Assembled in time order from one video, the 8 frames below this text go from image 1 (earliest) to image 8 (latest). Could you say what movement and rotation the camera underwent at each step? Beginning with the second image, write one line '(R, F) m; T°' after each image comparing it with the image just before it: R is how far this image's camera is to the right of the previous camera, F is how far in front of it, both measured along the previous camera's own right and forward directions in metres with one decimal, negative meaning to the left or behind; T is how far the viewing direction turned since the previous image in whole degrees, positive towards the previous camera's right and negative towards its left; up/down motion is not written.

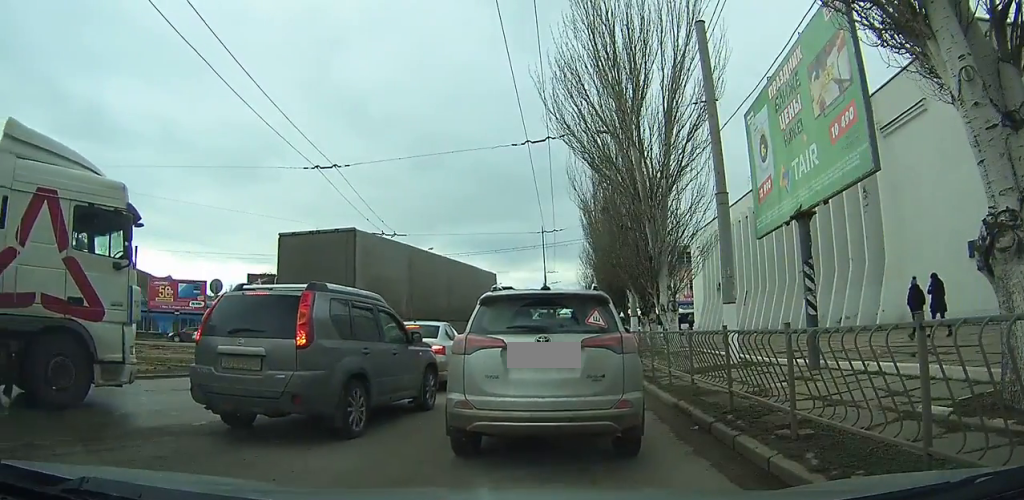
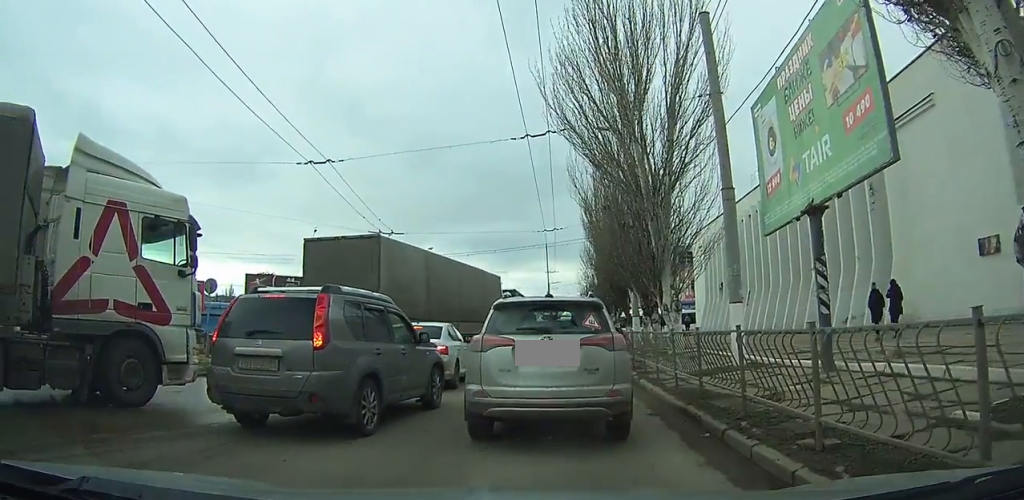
(0.0, +1.5) m; 0°
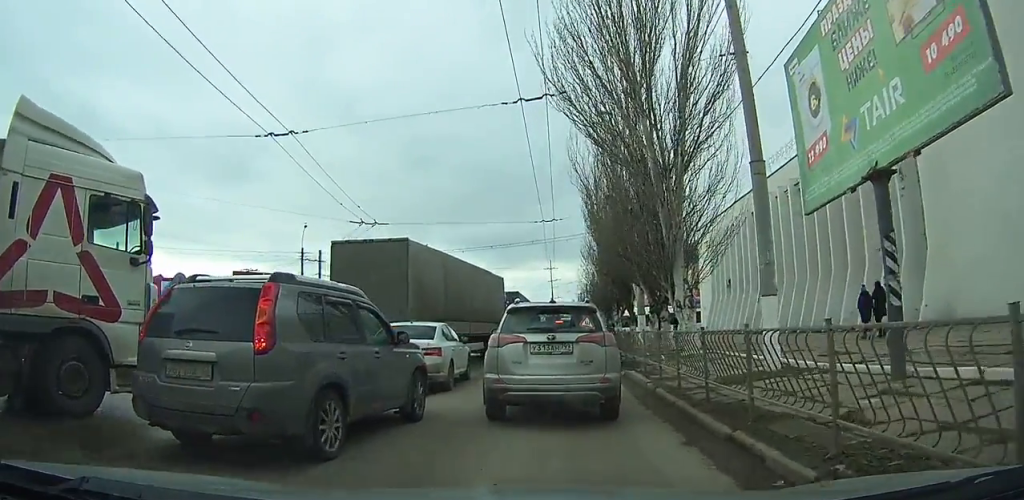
(0.0, +2.2) m; 0°
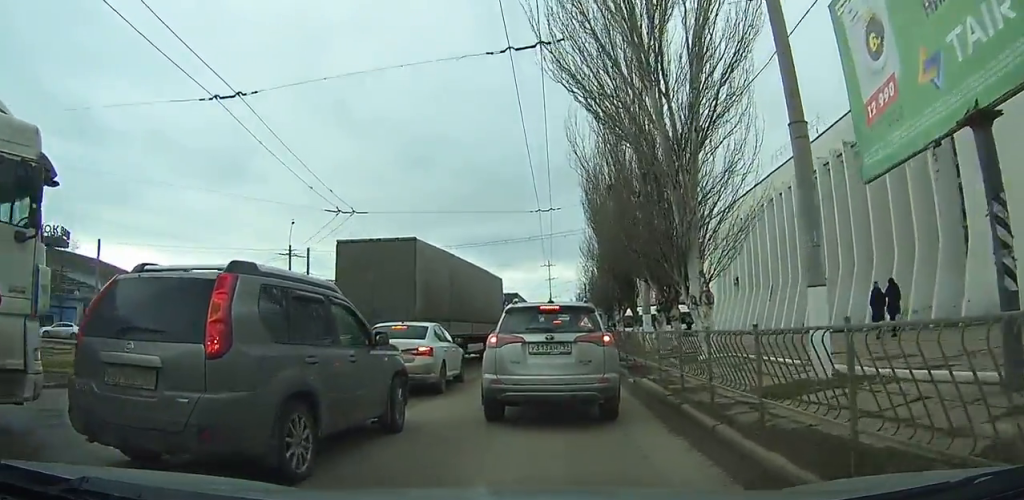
(0.0, +1.5) m; -1°
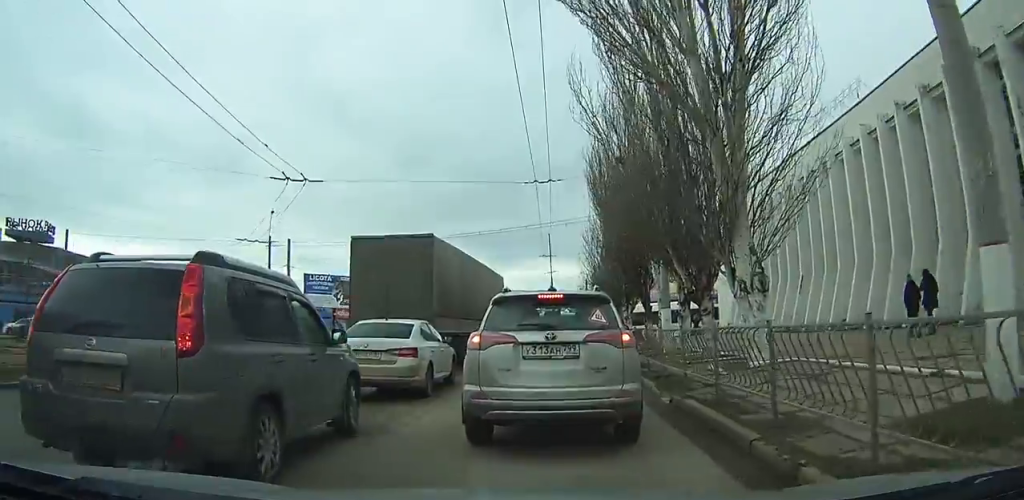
(-0.1, +2.6) m; -2°
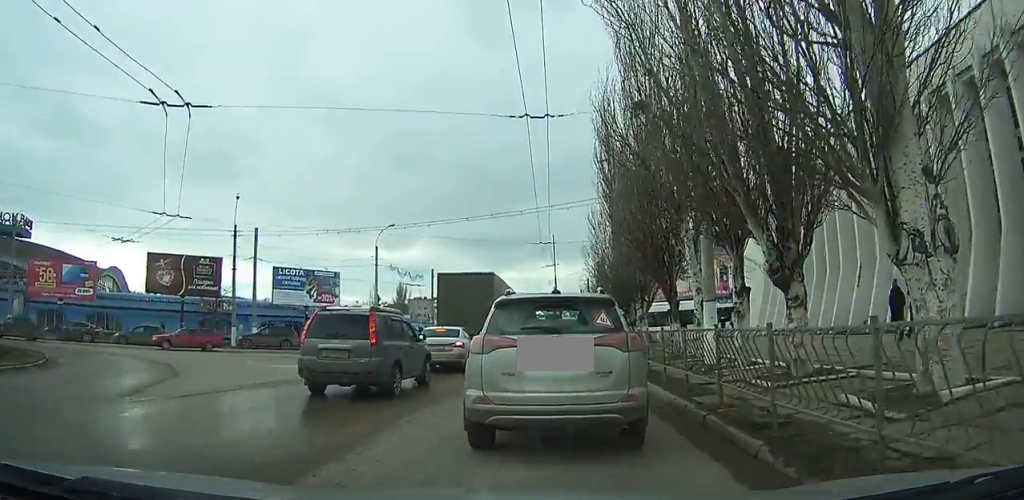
(+0.1, +8.5) m; +8°
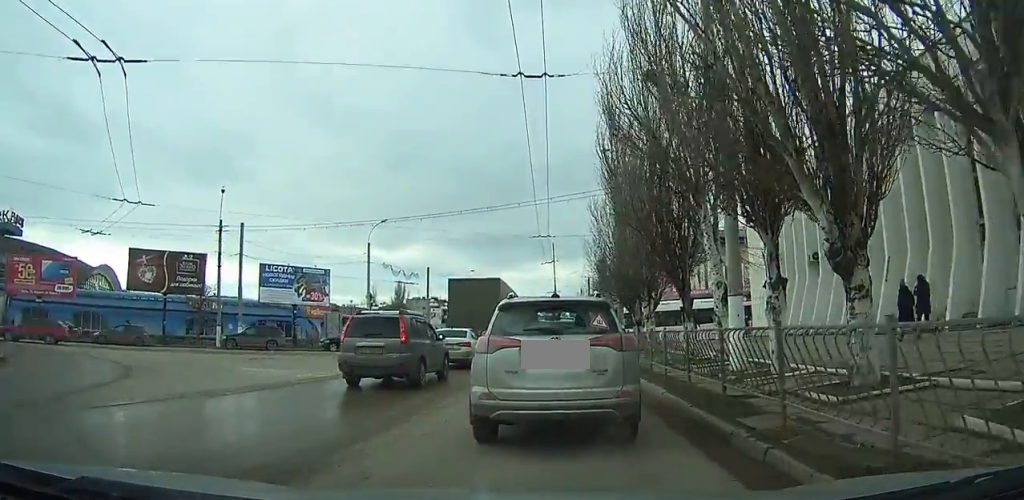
(+0.2, +2.9) m; +3°
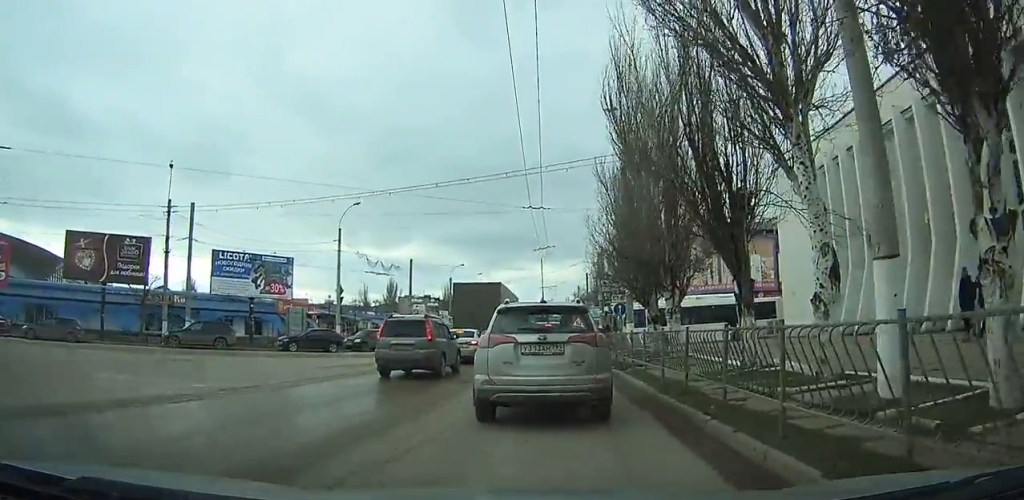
(+0.2, +6.6) m; +2°
